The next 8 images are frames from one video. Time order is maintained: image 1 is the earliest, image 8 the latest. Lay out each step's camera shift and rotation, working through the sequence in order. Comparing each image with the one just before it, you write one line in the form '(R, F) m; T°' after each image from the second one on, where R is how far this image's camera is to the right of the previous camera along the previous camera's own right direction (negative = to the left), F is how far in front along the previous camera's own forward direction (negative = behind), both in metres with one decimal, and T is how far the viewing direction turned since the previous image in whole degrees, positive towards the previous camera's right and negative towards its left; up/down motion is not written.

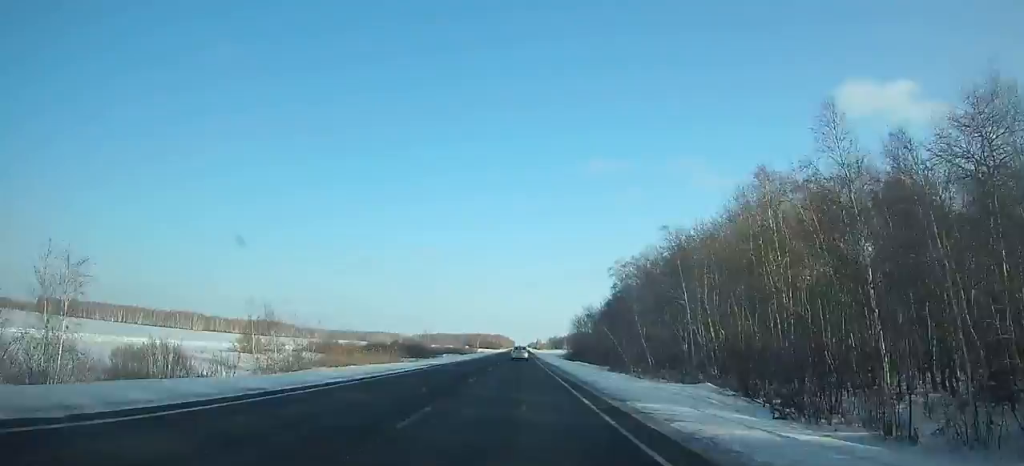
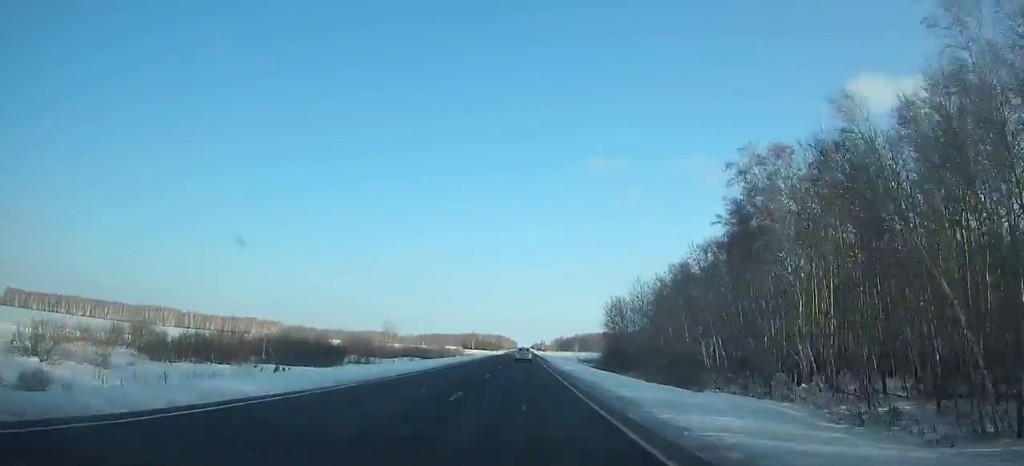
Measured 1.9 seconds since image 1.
(0.0, +54.8) m; 0°
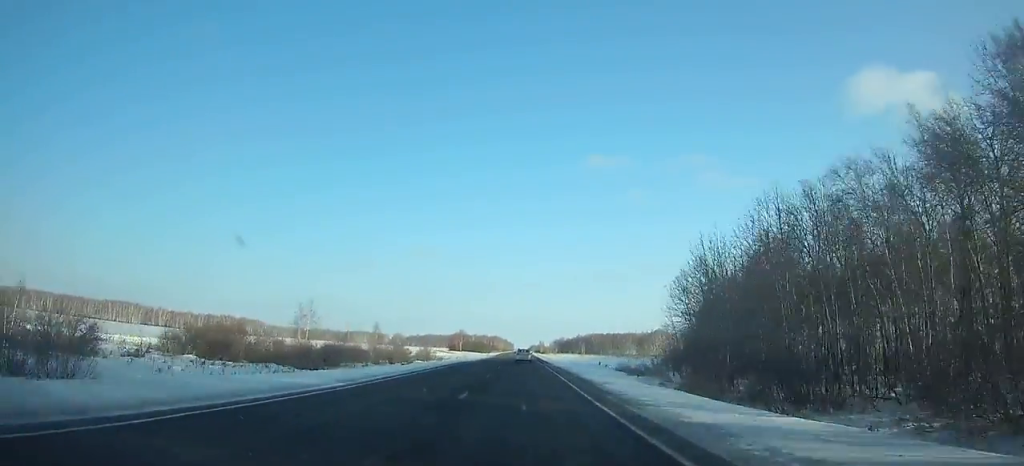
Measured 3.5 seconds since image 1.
(-0.1, +46.3) m; 0°
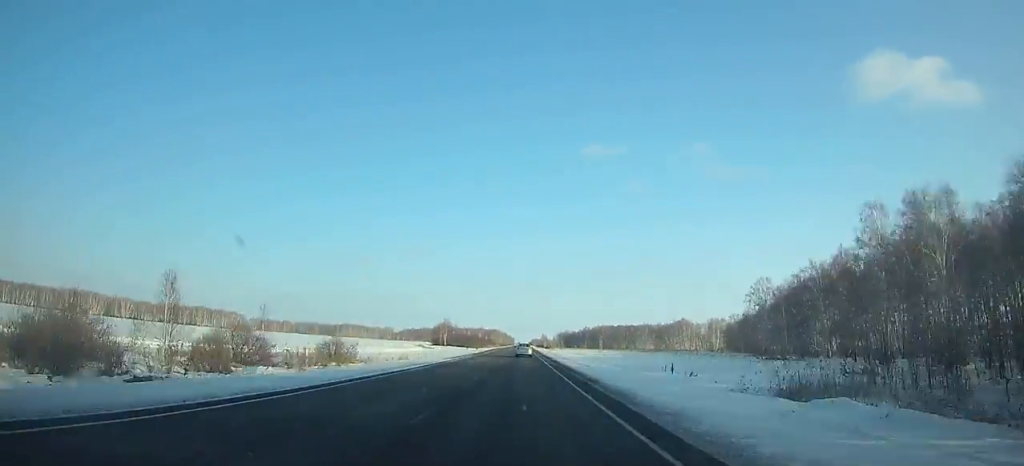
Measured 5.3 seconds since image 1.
(+0.2, +52.4) m; 0°
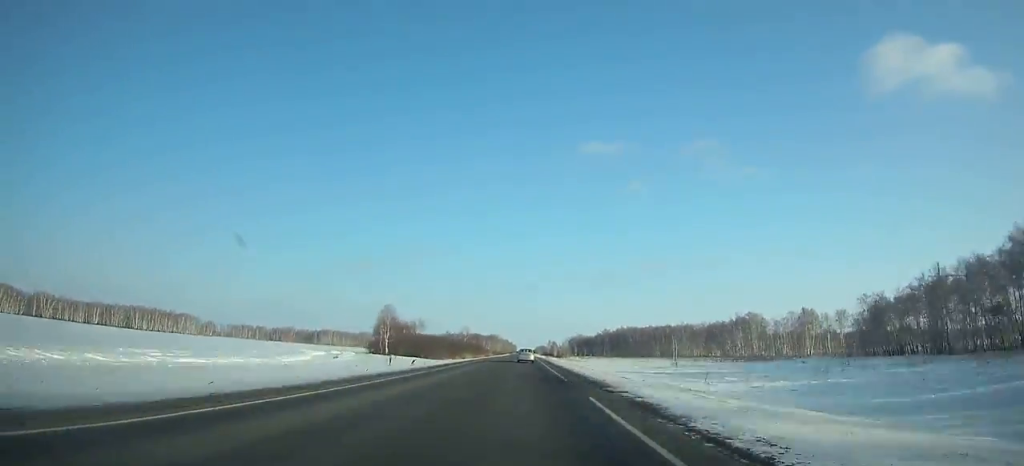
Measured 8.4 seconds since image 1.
(+0.1, +90.5) m; 0°
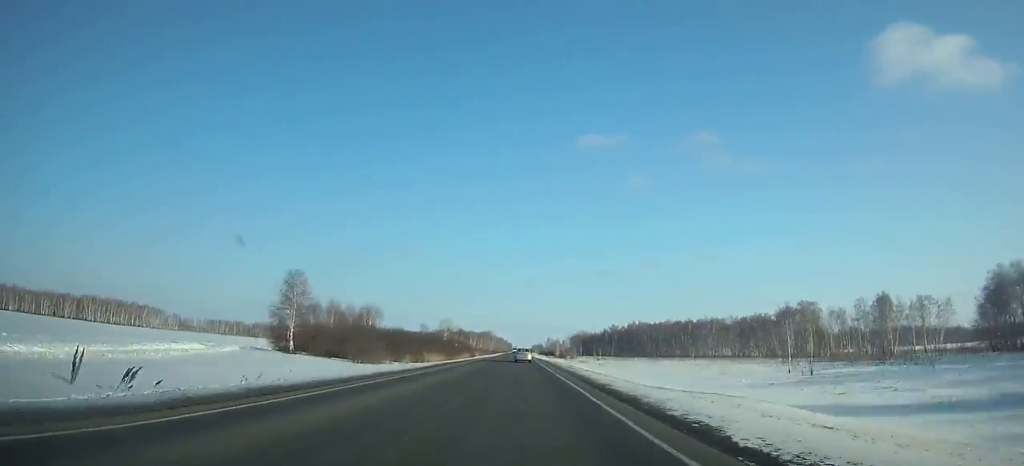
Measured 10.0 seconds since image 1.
(0.0, +46.7) m; 0°
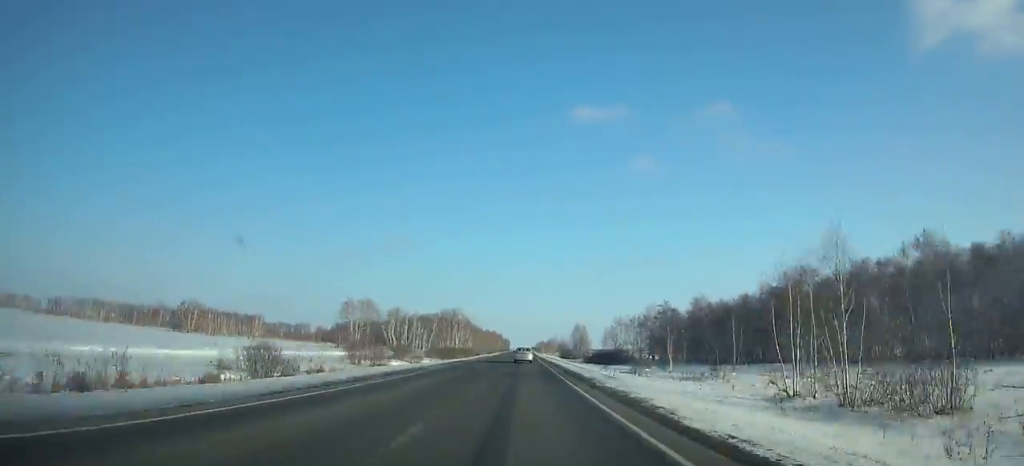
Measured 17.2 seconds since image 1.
(-0.1, +209.9) m; 0°
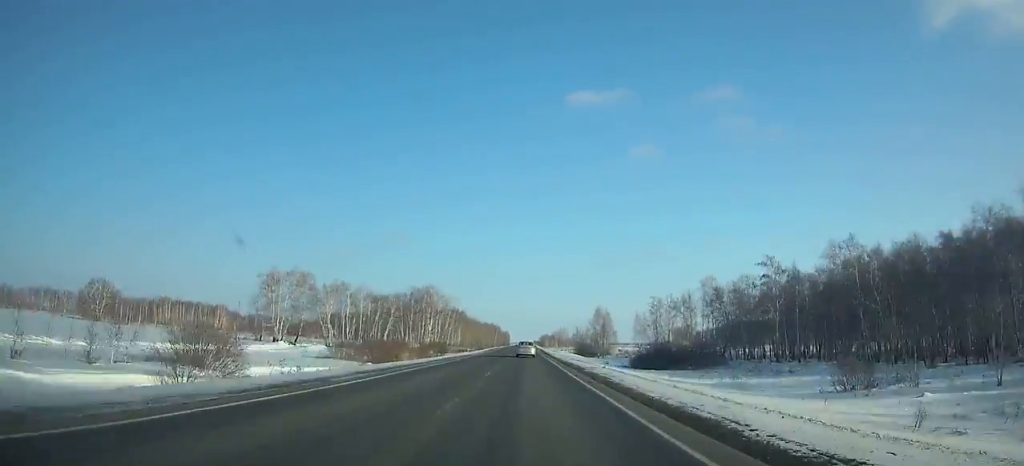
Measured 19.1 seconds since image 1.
(0.0, +55.2) m; 0°
